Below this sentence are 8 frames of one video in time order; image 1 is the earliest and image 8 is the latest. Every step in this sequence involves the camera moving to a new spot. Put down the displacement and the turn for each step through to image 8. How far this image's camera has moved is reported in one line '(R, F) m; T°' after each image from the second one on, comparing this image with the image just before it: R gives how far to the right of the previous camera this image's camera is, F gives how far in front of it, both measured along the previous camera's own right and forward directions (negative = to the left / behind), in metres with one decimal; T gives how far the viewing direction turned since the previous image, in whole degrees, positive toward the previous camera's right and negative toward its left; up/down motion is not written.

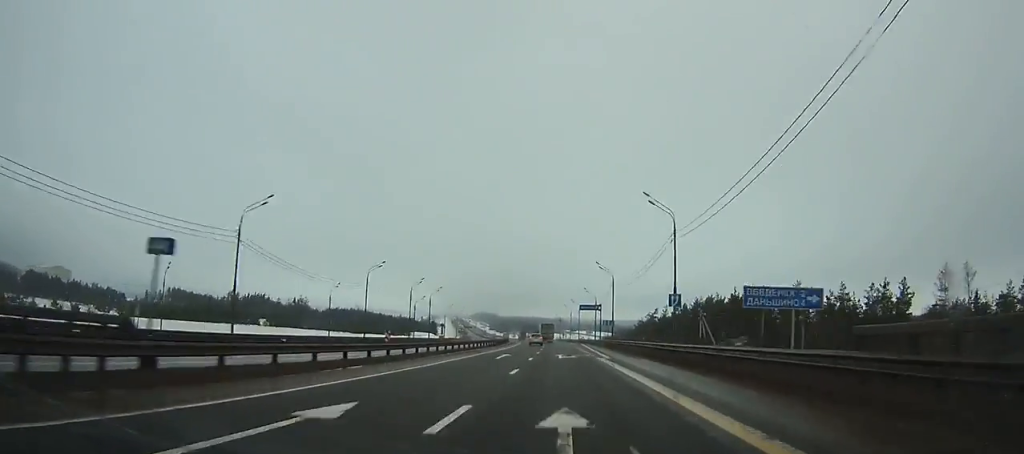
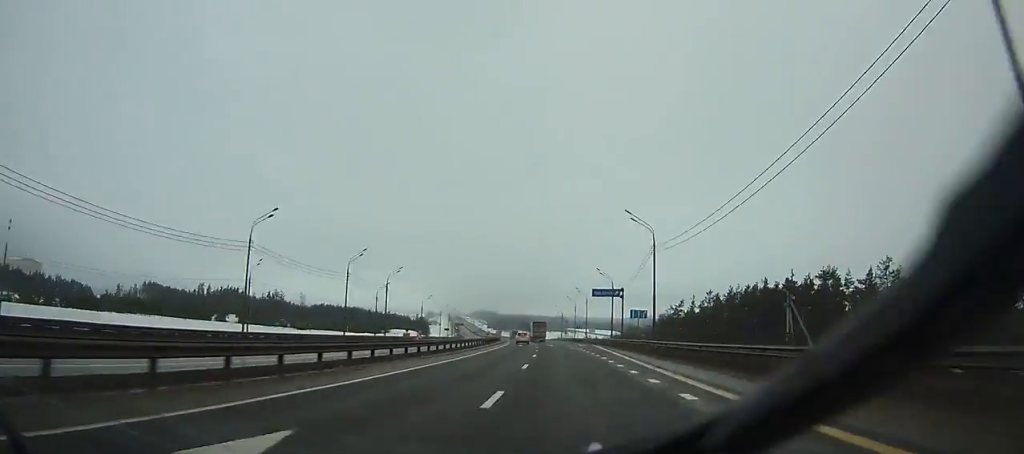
(+0.1, +33.5) m; -1°
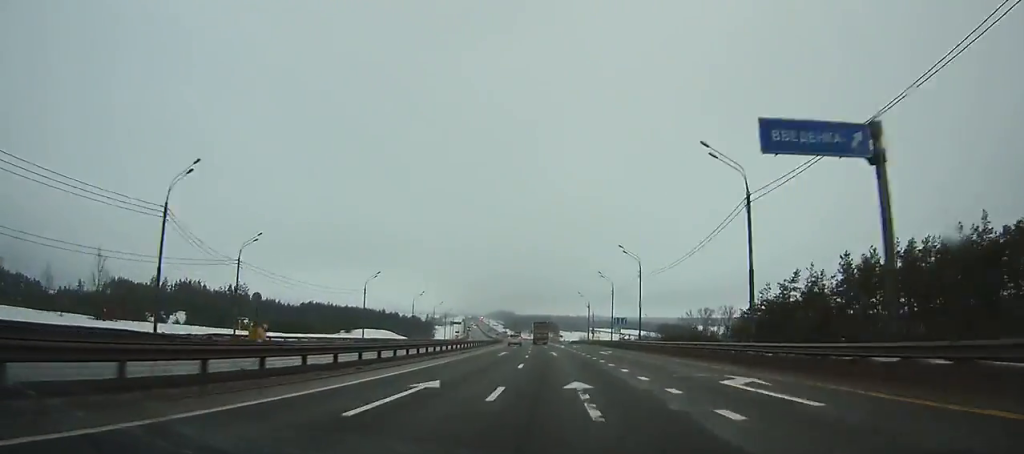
(-1.3, +58.9) m; -2°
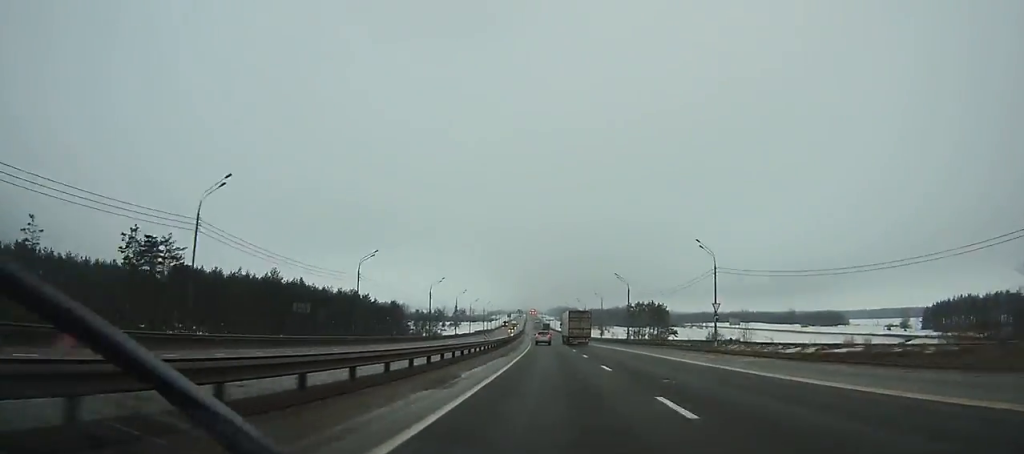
(-11.0, +205.9) m; -5°
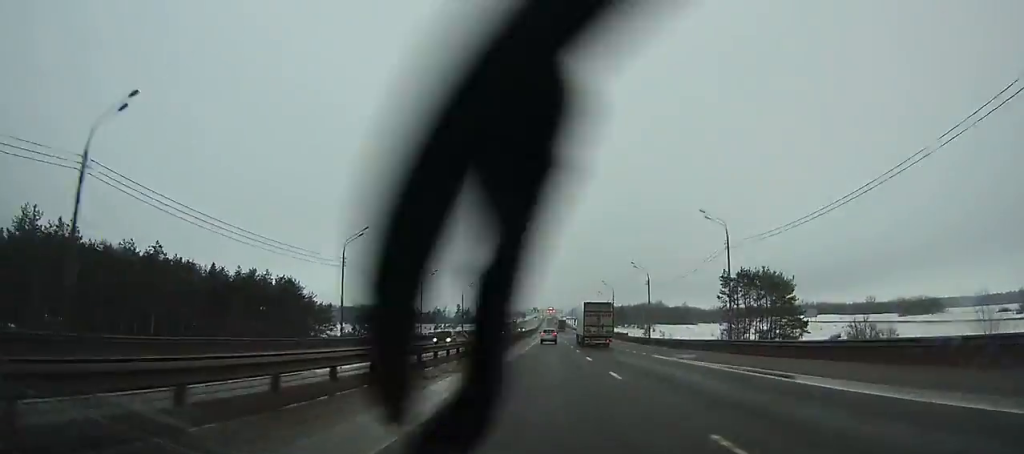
(-1.4, +87.2) m; -1°
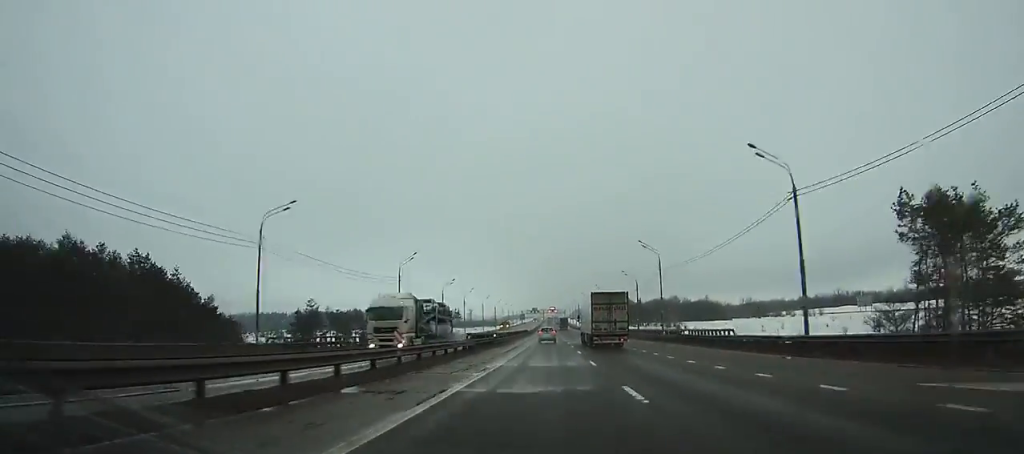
(-0.3, +51.9) m; 0°
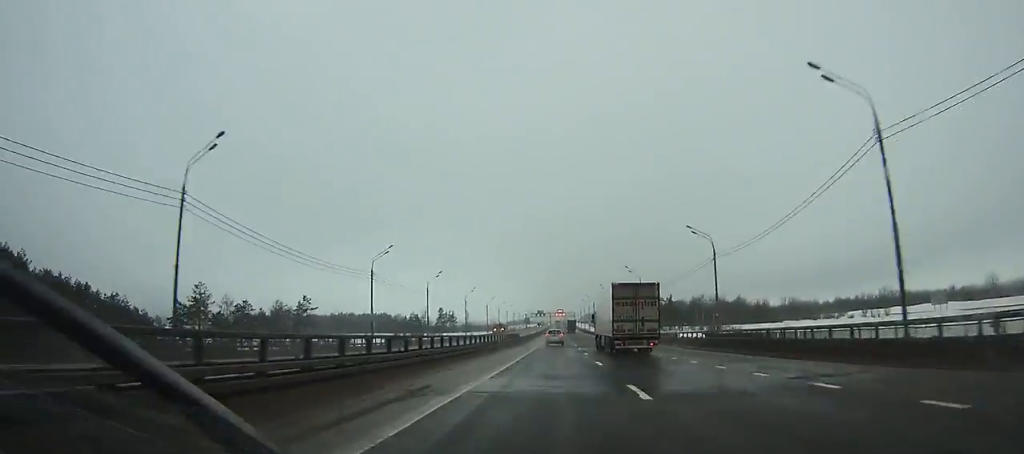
(-0.1, +46.0) m; 0°
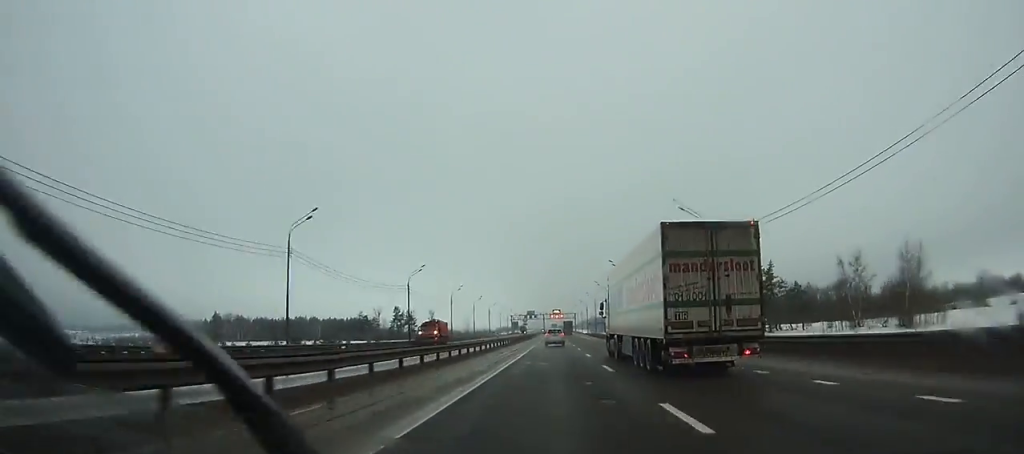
(-0.4, +87.8) m; 0°
